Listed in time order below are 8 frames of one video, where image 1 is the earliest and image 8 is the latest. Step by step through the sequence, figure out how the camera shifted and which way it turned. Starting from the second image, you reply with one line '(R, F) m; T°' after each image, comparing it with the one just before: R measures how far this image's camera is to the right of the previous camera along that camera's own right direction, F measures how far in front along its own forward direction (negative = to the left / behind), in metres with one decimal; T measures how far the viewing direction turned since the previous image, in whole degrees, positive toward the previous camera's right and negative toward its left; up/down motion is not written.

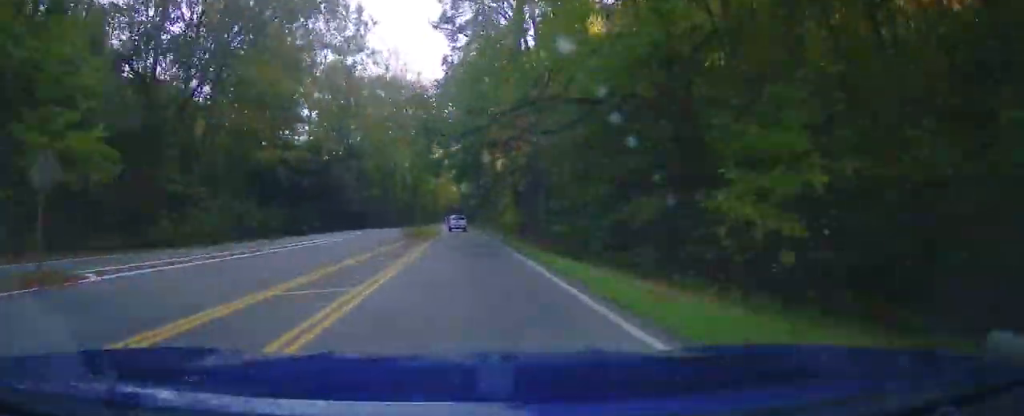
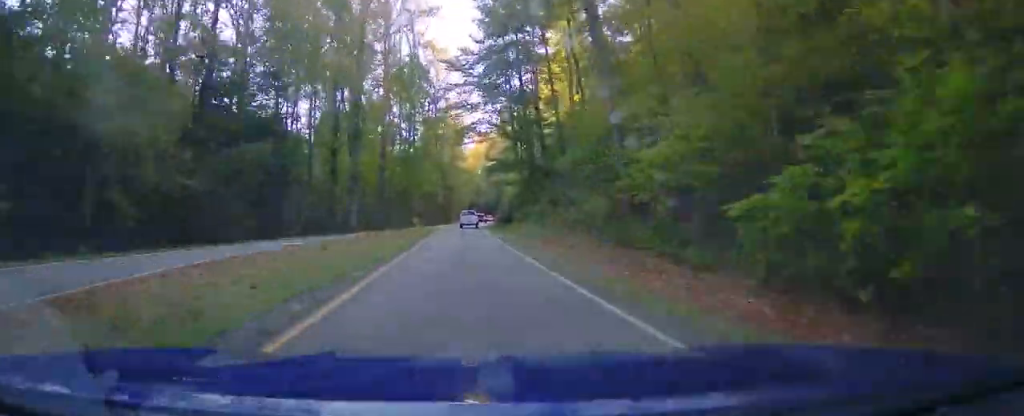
(-0.1, +60.0) m; +2°
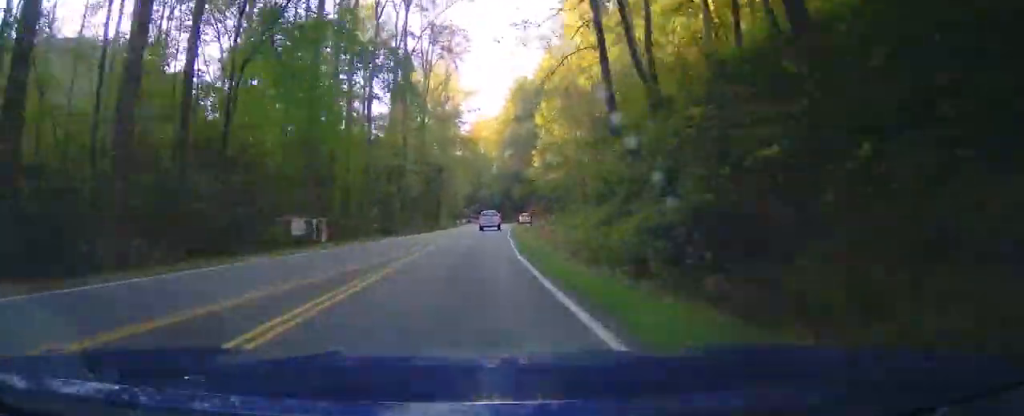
(-0.2, +55.9) m; +5°
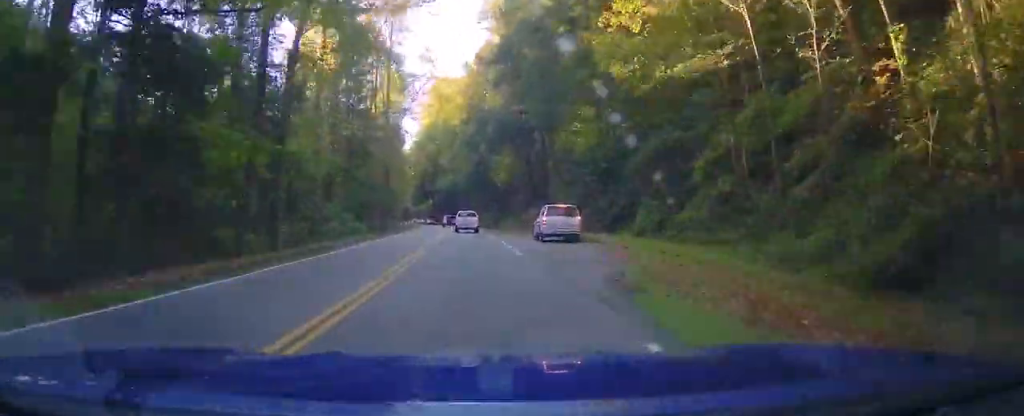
(+7.4, +74.0) m; -8°
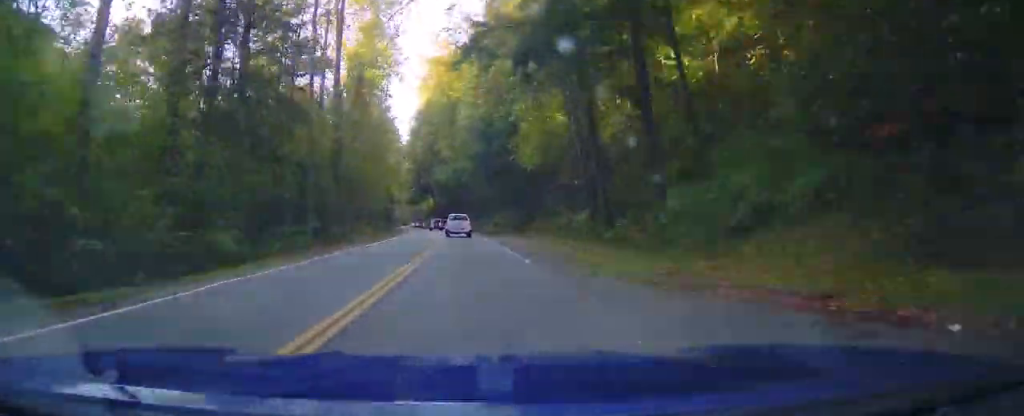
(-5.7, +27.9) m; -5°
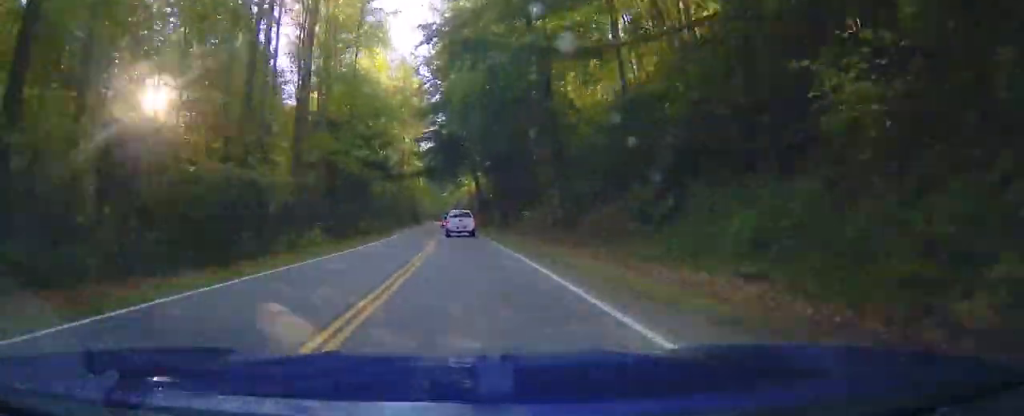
(-10.4, +56.5) m; -5°
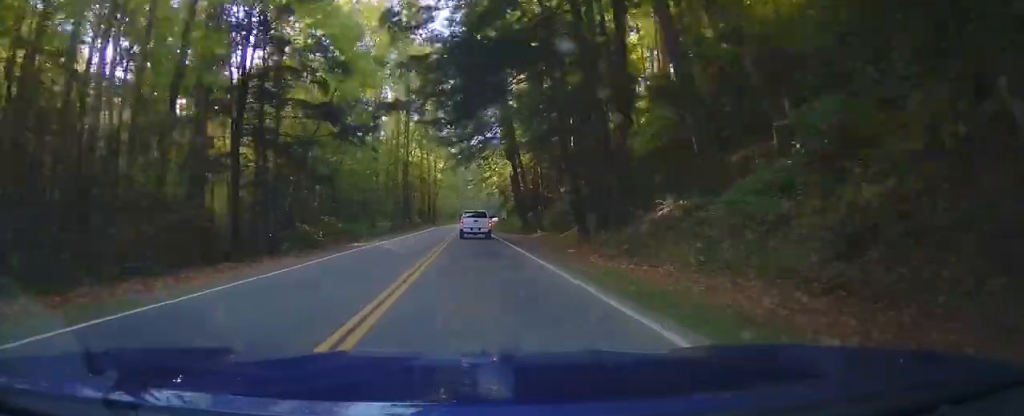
(+3.4, +31.8) m; +3°
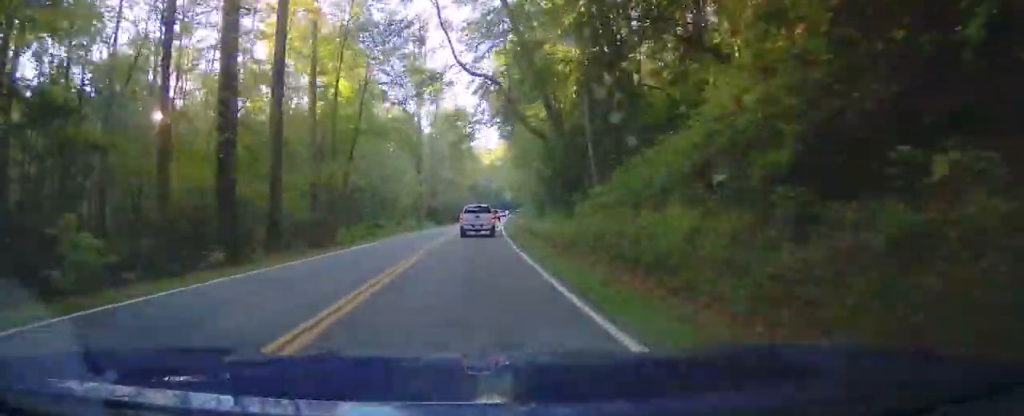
(+1.6, +85.5) m; +3°
